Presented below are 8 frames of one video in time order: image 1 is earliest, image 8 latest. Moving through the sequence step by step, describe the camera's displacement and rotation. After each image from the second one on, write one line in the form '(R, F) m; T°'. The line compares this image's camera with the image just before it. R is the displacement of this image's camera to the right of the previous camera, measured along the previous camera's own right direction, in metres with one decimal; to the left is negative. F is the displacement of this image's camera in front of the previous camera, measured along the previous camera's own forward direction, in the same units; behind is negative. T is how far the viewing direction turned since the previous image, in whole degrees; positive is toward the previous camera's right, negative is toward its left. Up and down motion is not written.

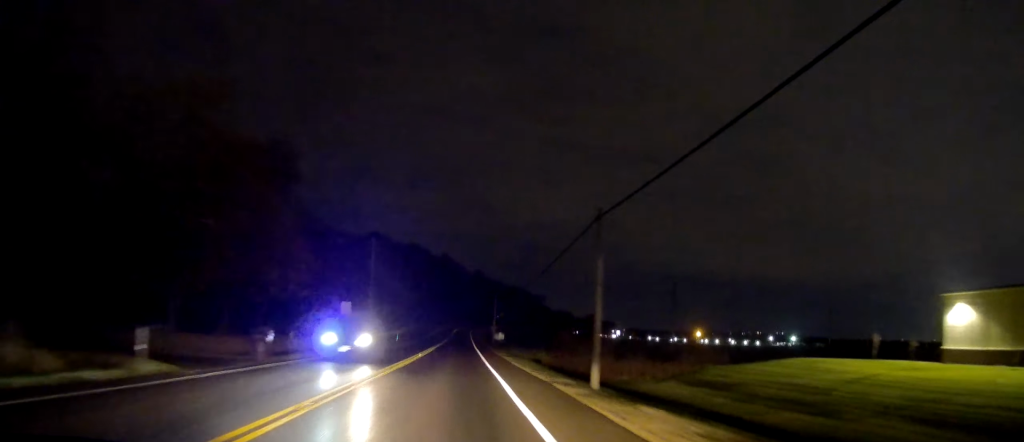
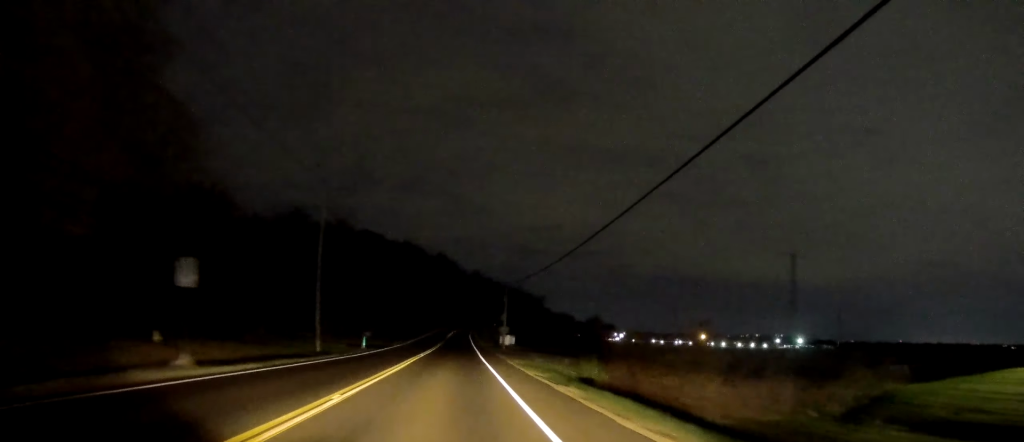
(+0.2, +22.0) m; 0°
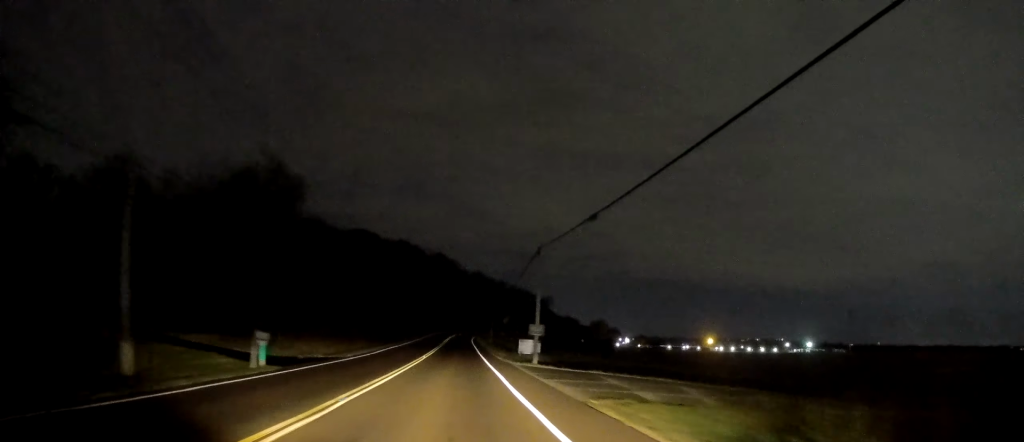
(0.0, +24.2) m; 0°
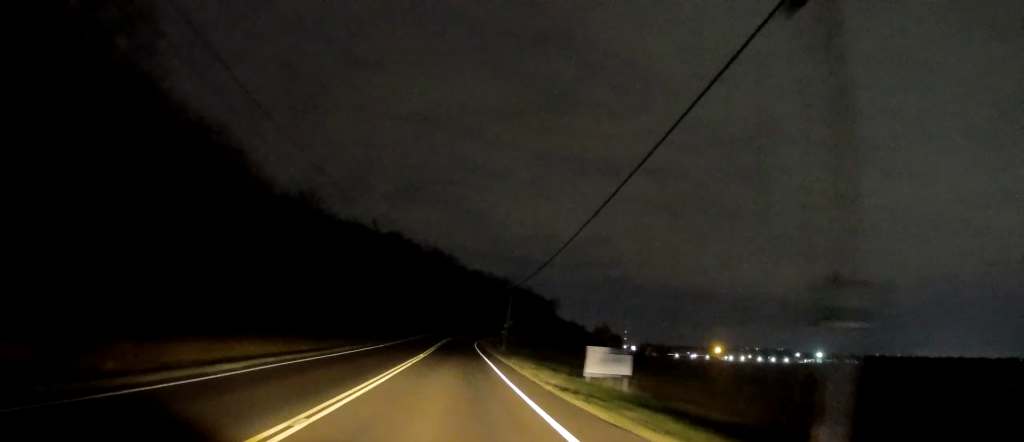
(+0.1, +27.6) m; 0°
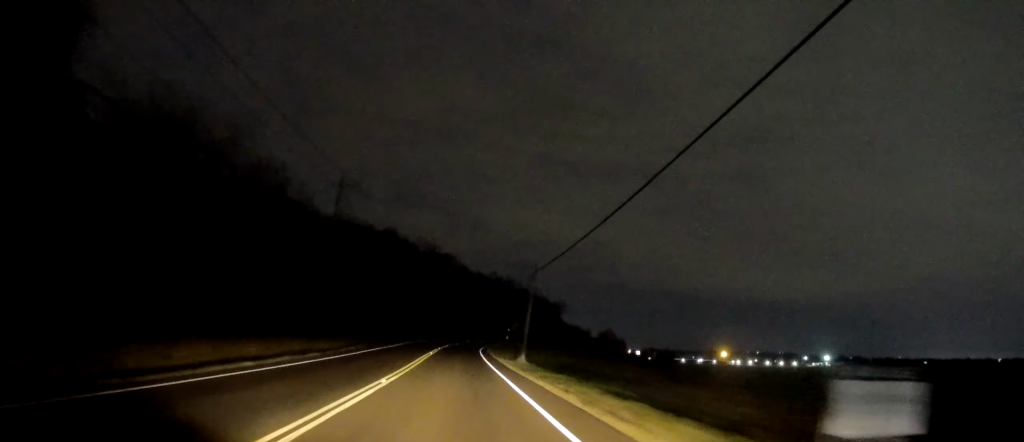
(0.0, +16.4) m; 0°
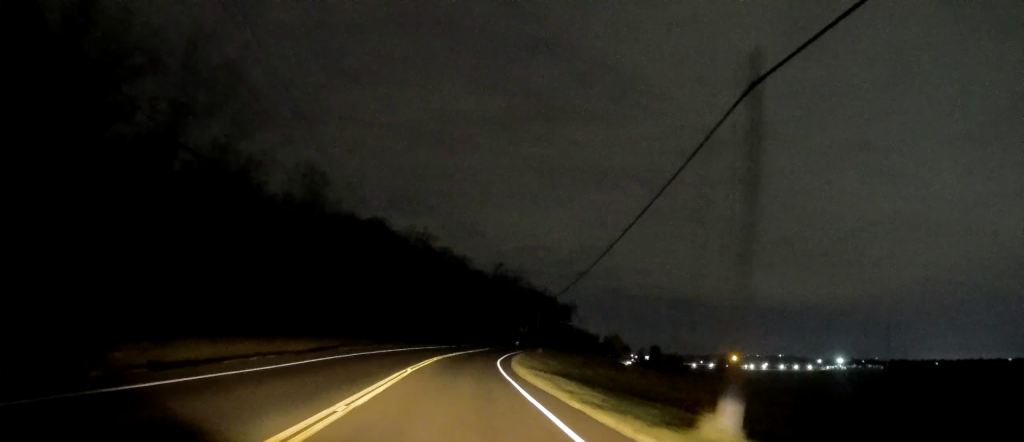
(-0.1, +30.5) m; 0°
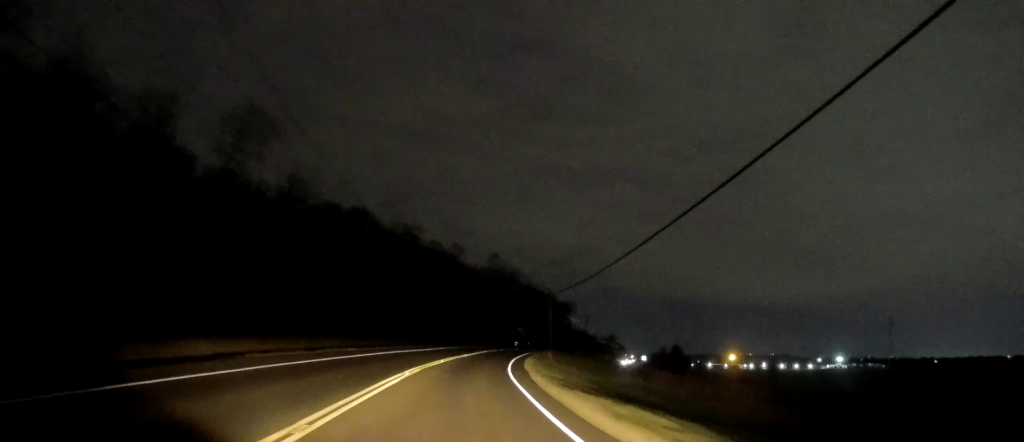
(0.0, +14.2) m; 0°
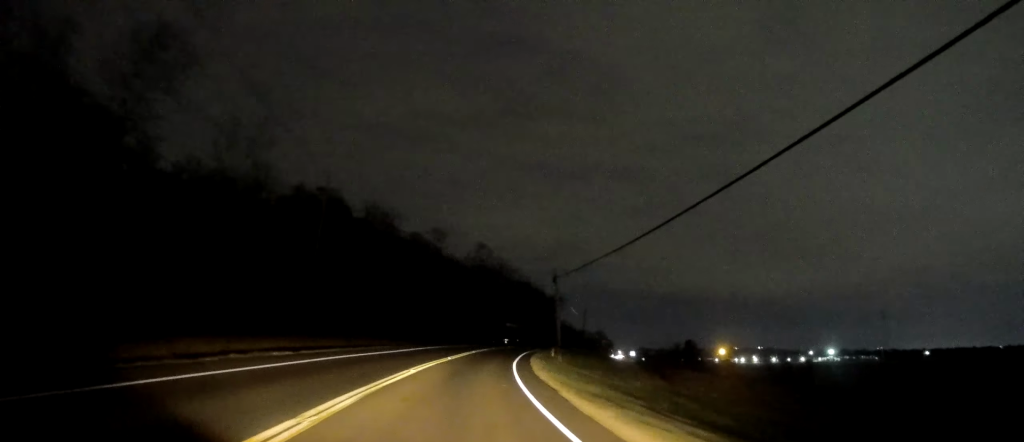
(0.0, +11.5) m; +1°
